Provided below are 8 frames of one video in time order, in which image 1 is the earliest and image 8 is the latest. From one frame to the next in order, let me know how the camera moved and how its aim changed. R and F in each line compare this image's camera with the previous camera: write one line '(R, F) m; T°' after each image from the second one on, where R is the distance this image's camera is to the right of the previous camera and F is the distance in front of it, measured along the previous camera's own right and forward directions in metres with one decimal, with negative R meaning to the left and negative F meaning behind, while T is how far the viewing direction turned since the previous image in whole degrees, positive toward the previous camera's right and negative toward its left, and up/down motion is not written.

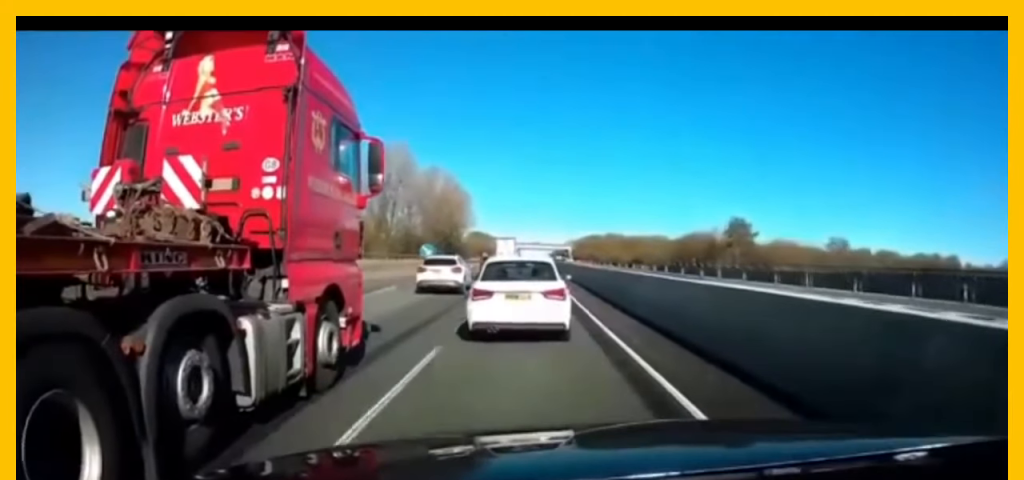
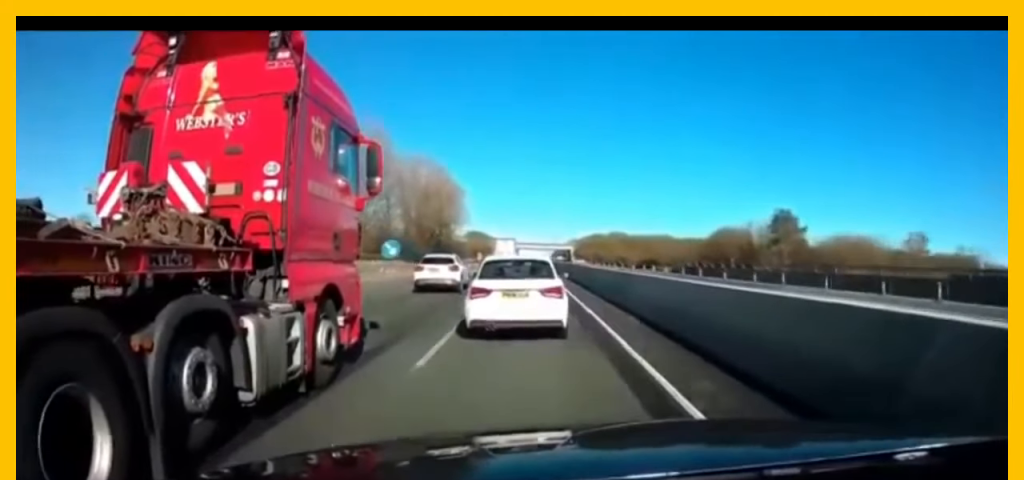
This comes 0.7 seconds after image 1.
(+0.2, +14.8) m; 0°
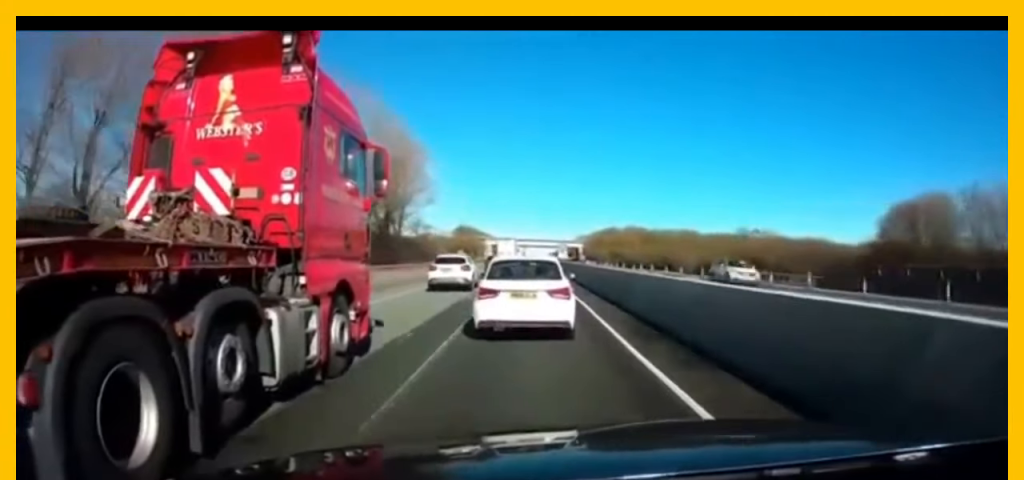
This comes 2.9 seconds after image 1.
(-0.3, +45.0) m; 0°
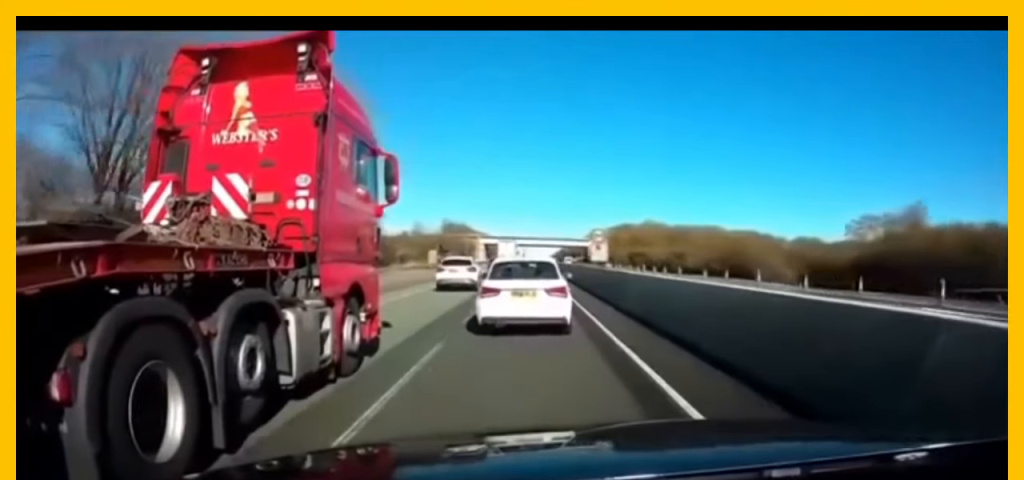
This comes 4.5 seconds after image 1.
(0.0, +32.8) m; 0°
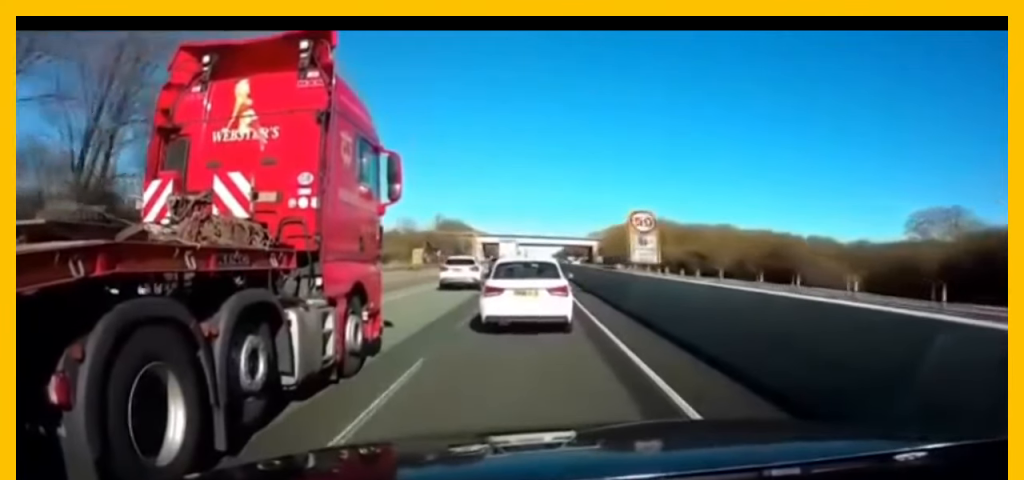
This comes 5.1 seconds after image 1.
(0.0, +11.7) m; 0°
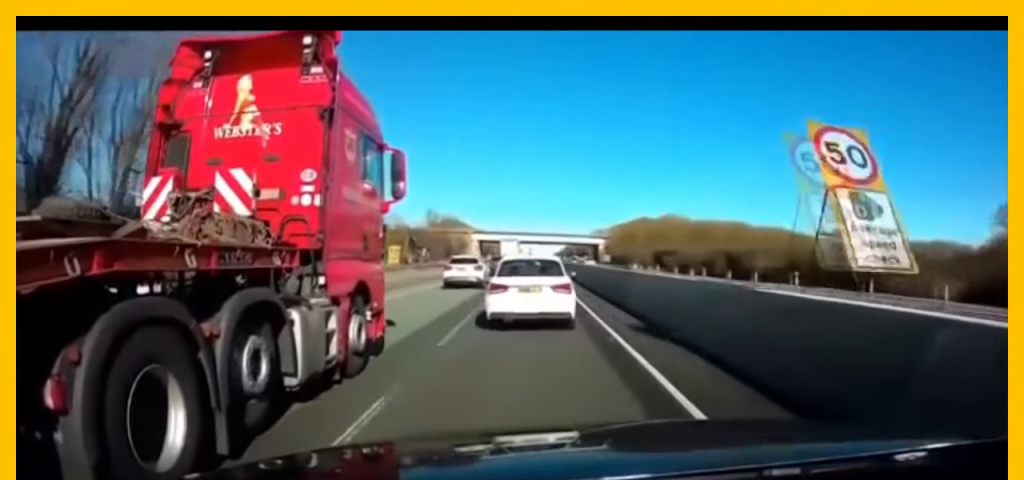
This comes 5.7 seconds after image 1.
(0.0, +12.4) m; 0°
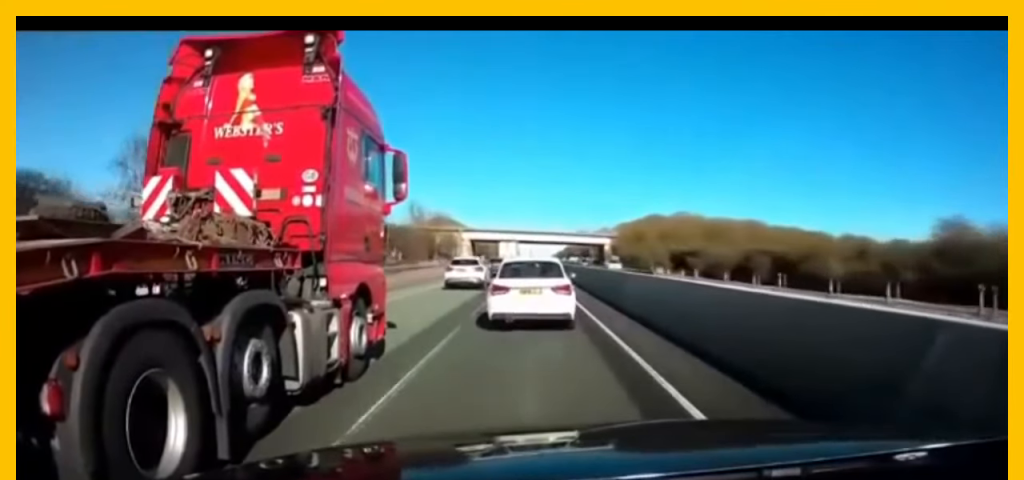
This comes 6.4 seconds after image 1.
(0.0, +15.4) m; 0°
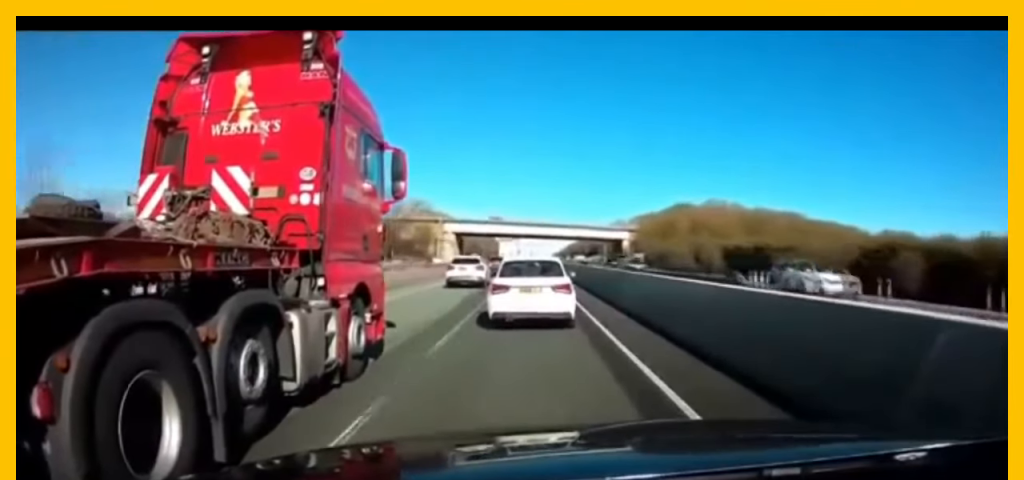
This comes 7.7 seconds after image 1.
(-0.2, +26.3) m; +1°
